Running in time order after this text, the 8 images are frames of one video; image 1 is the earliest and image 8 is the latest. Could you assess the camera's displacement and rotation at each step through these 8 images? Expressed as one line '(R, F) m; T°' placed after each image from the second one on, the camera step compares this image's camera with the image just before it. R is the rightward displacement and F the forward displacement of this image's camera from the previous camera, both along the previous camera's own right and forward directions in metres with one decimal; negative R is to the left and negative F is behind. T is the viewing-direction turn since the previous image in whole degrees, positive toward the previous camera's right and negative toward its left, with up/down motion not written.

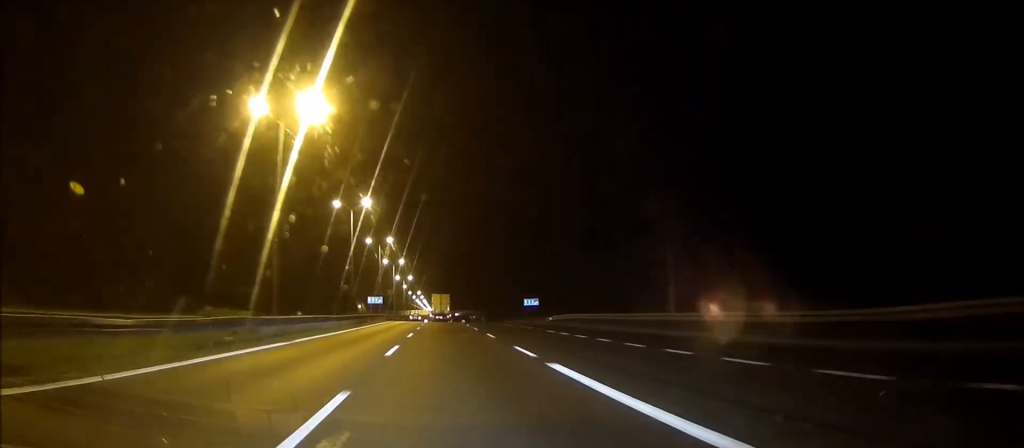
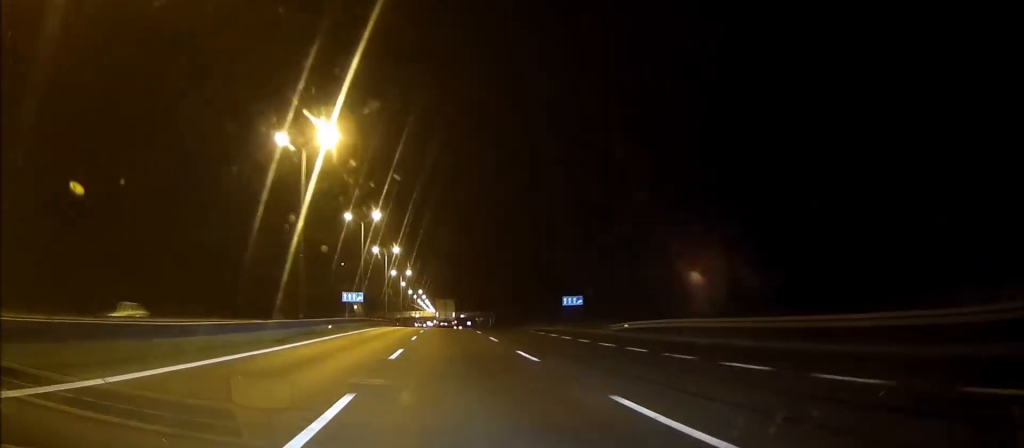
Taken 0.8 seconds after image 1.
(-0.1, +23.8) m; -1°
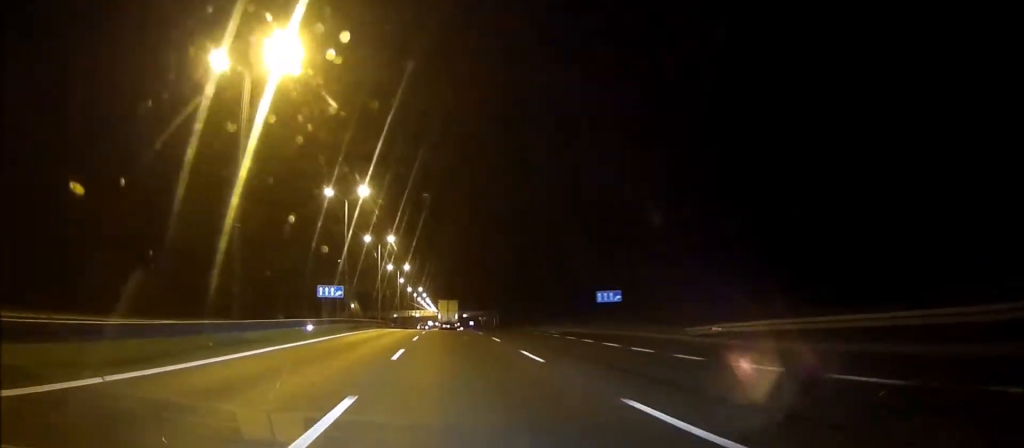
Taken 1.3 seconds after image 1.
(0.0, +12.4) m; 0°
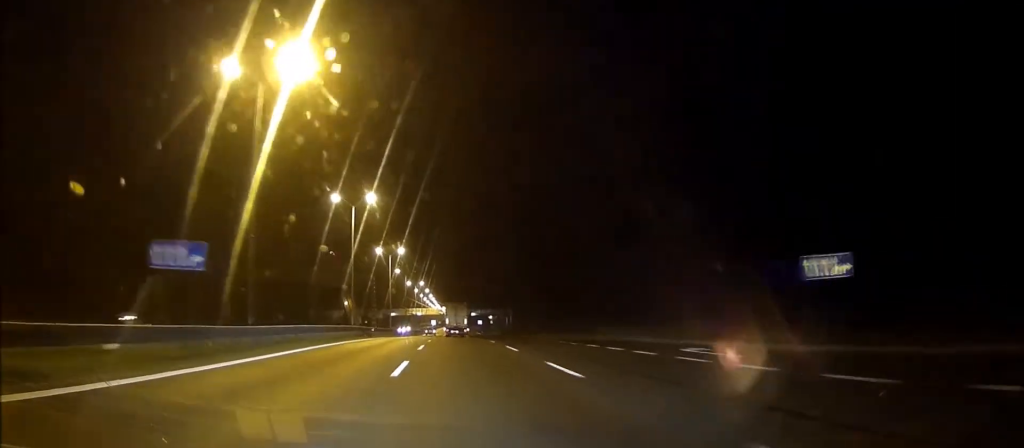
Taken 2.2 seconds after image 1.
(-0.1, +27.7) m; 0°
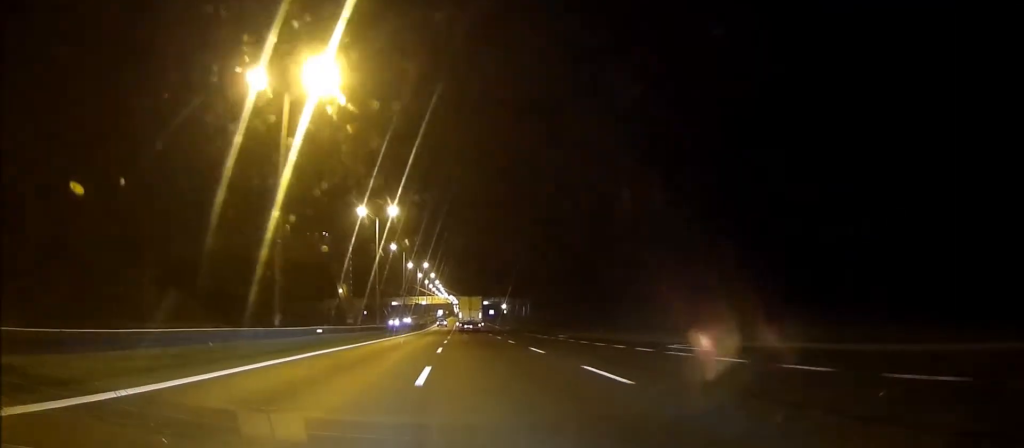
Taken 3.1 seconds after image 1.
(+0.1, +26.2) m; 0°
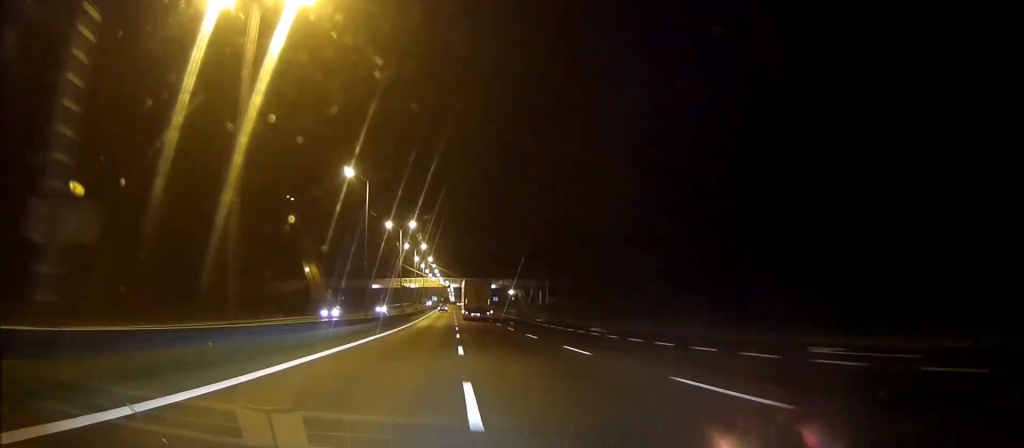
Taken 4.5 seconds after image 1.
(+0.2, +41.7) m; 0°
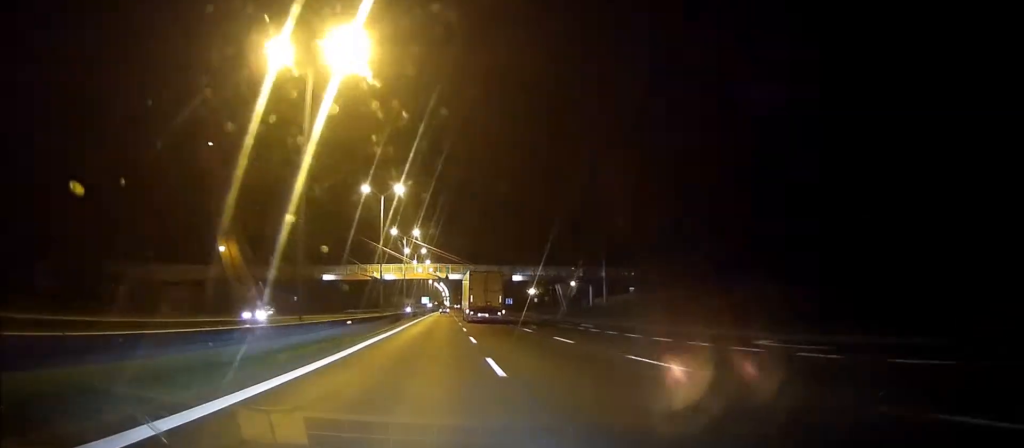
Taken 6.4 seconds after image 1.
(+0.1, +56.0) m; 0°
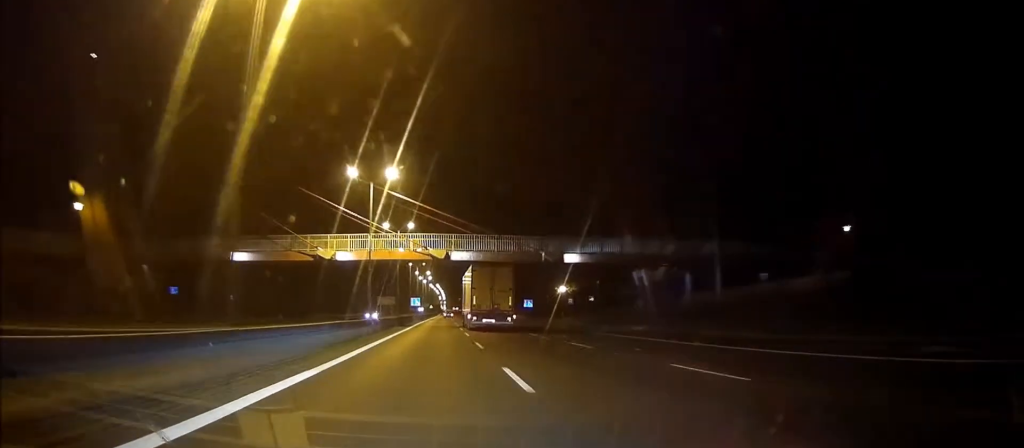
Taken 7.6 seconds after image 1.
(-0.1, +39.3) m; 0°
